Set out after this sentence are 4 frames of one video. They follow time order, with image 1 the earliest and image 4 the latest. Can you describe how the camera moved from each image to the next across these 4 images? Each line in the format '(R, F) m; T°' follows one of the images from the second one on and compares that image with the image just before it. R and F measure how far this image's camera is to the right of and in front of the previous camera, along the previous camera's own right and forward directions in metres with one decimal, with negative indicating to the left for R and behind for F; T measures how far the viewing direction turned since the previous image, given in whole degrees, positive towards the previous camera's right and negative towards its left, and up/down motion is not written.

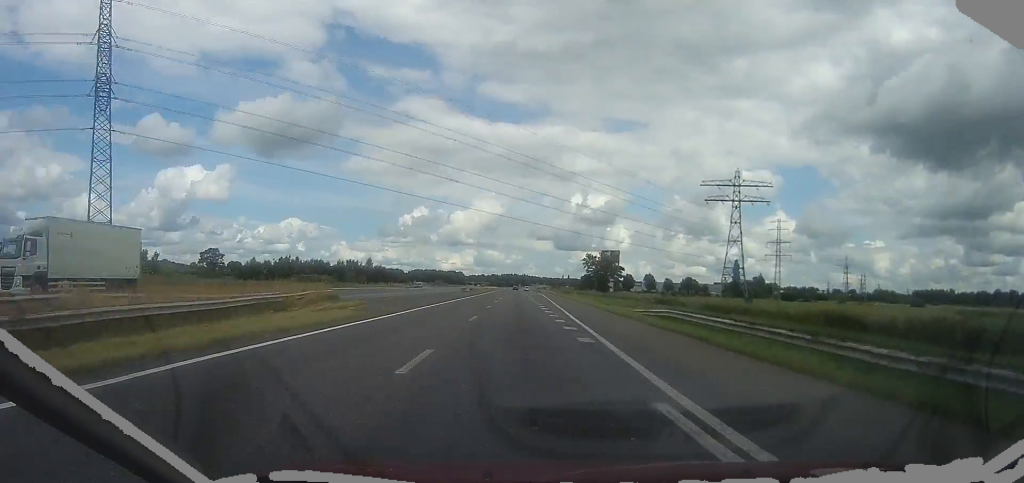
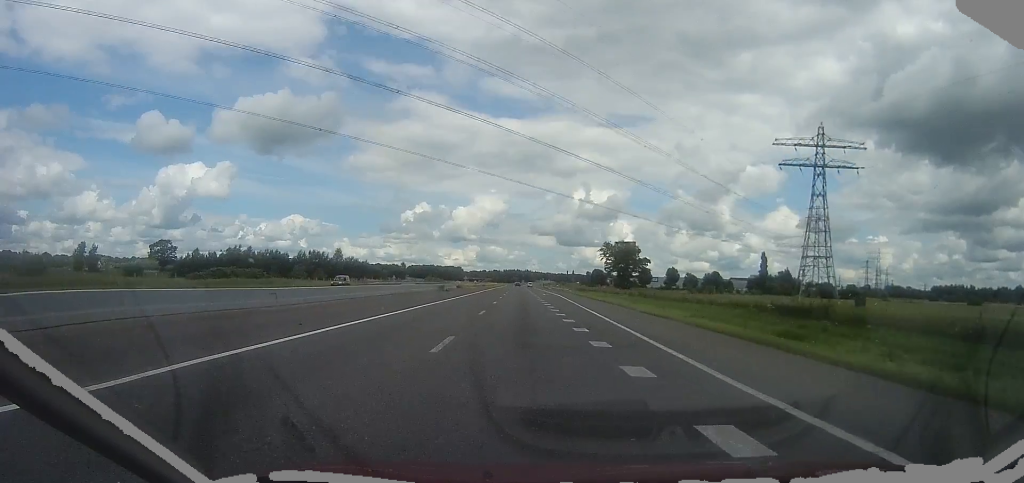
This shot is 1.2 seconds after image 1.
(-0.6, +34.0) m; -1°
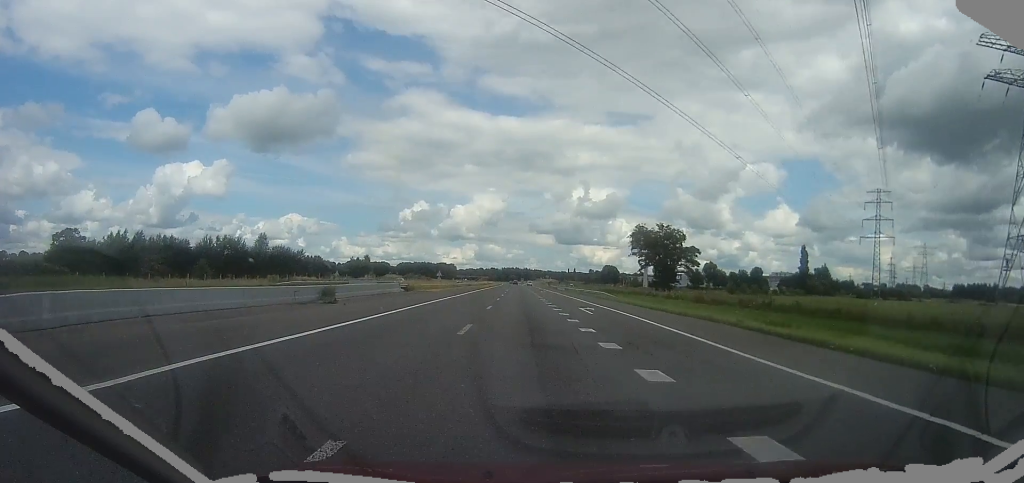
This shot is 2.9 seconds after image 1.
(0.0, +45.2) m; 0°
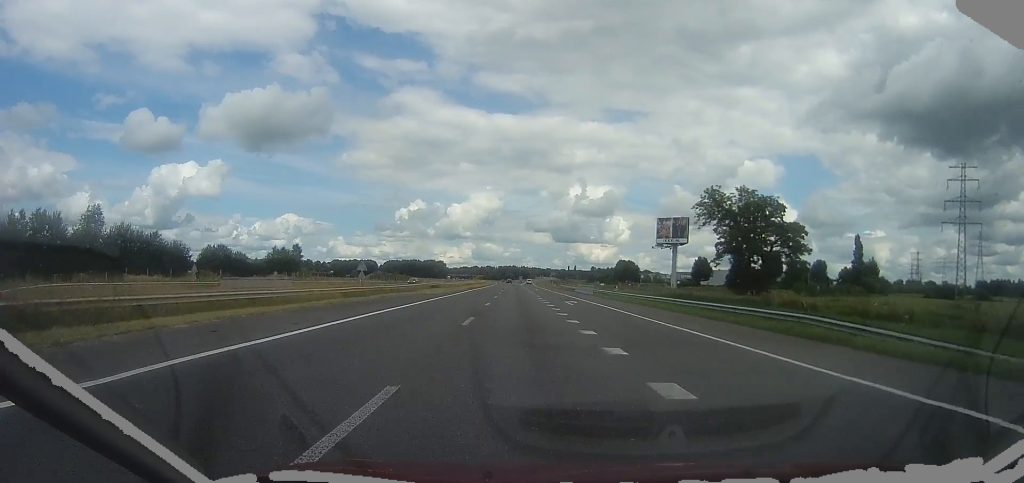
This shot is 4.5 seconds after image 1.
(-0.1, +45.9) m; 0°
